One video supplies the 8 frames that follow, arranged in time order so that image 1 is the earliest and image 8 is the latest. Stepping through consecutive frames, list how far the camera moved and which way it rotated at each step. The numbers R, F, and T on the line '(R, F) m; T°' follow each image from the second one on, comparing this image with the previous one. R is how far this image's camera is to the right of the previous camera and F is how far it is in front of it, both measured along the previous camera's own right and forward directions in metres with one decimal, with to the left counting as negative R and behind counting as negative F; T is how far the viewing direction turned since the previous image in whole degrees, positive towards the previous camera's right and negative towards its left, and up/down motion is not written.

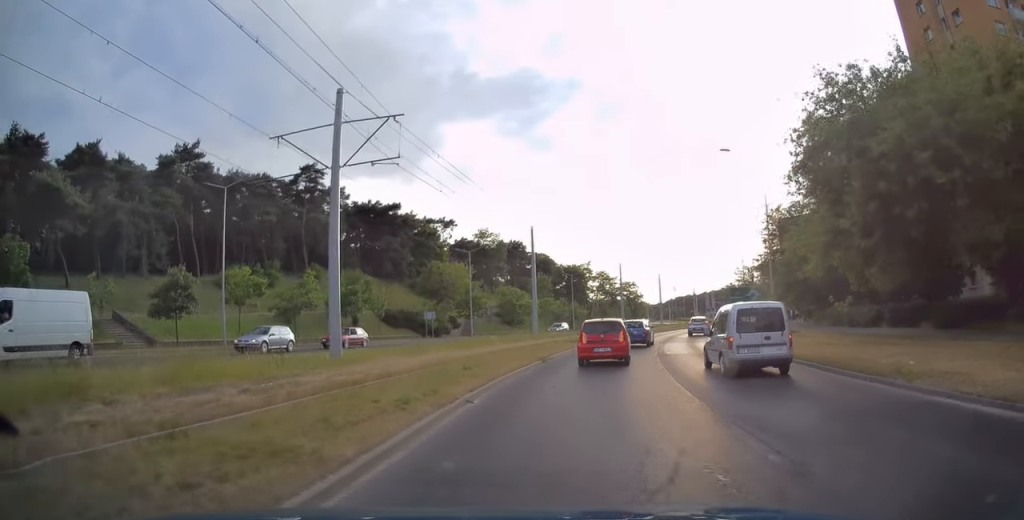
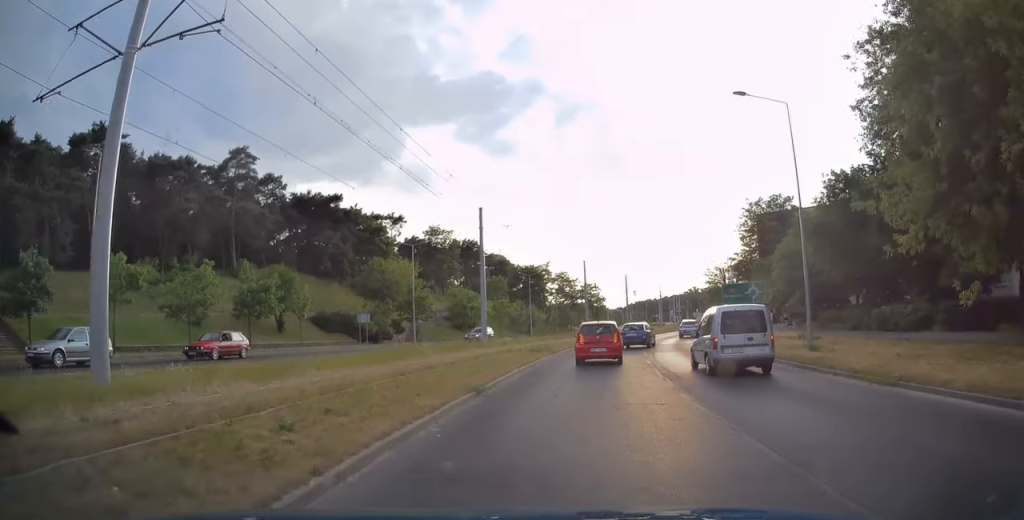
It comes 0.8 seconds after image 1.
(+0.1, +10.1) m; +3°
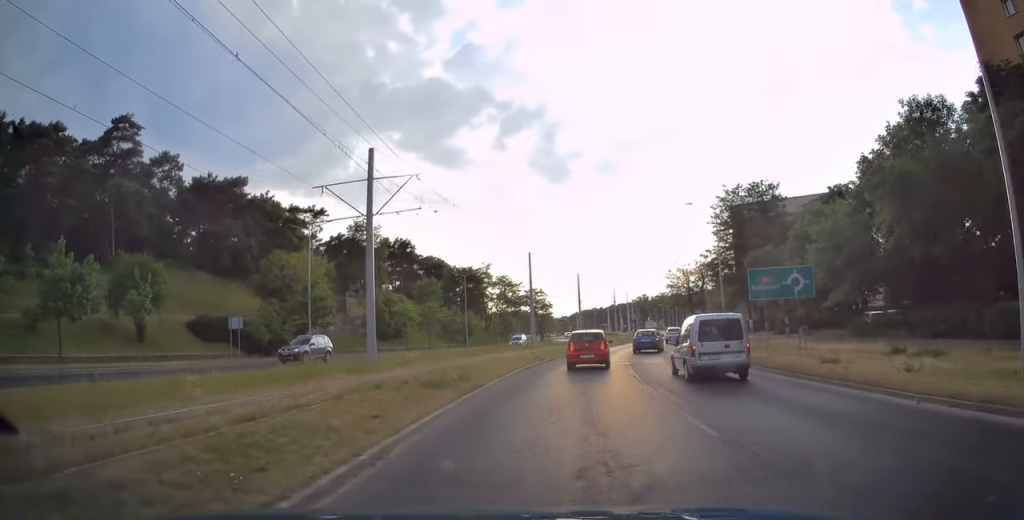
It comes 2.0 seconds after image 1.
(+0.8, +14.9) m; +6°
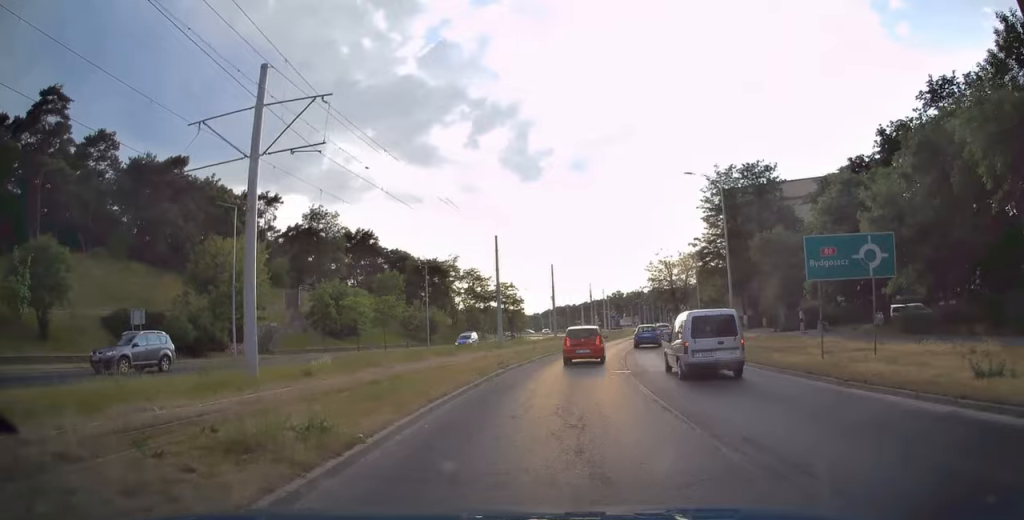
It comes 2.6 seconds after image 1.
(+0.2, +8.0) m; +2°
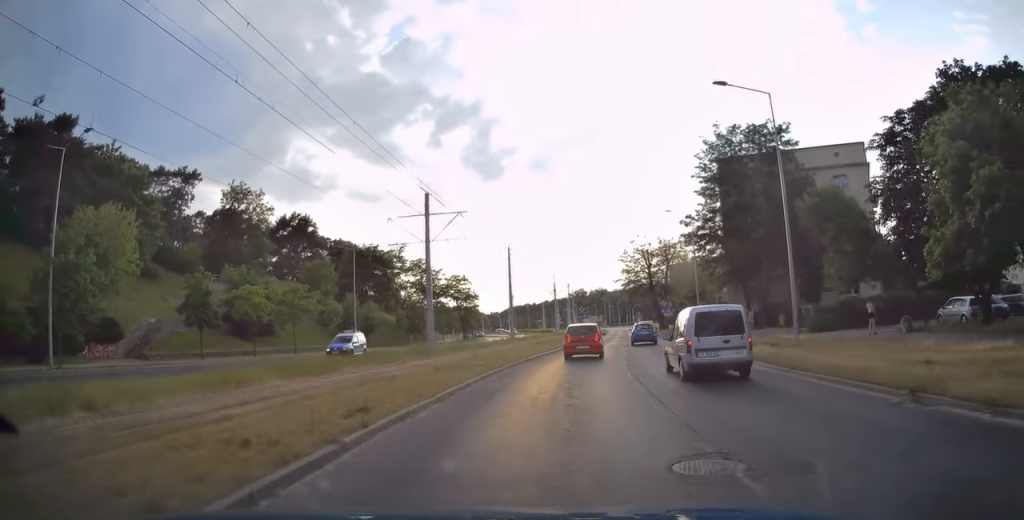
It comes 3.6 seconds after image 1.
(+0.2, +14.0) m; +3°
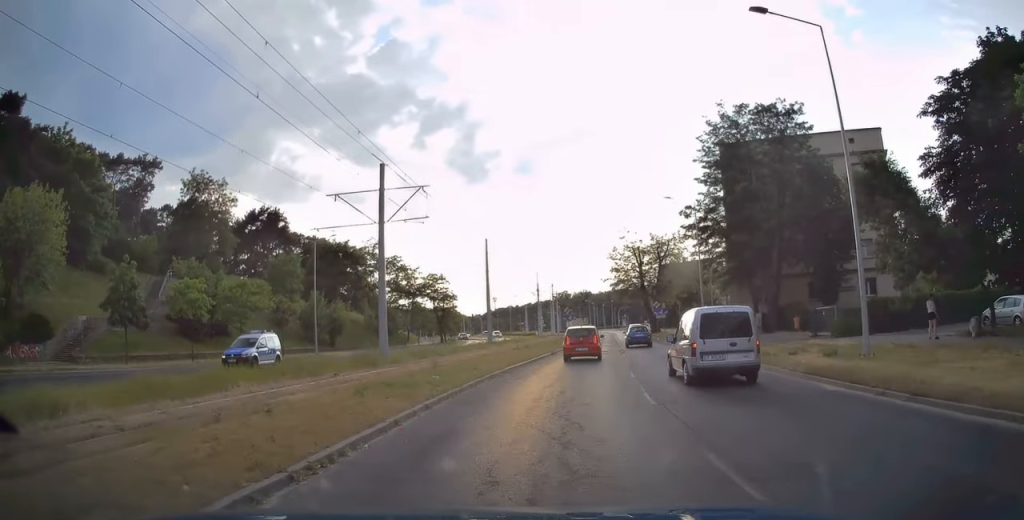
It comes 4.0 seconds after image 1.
(0.0, +6.3) m; +2°
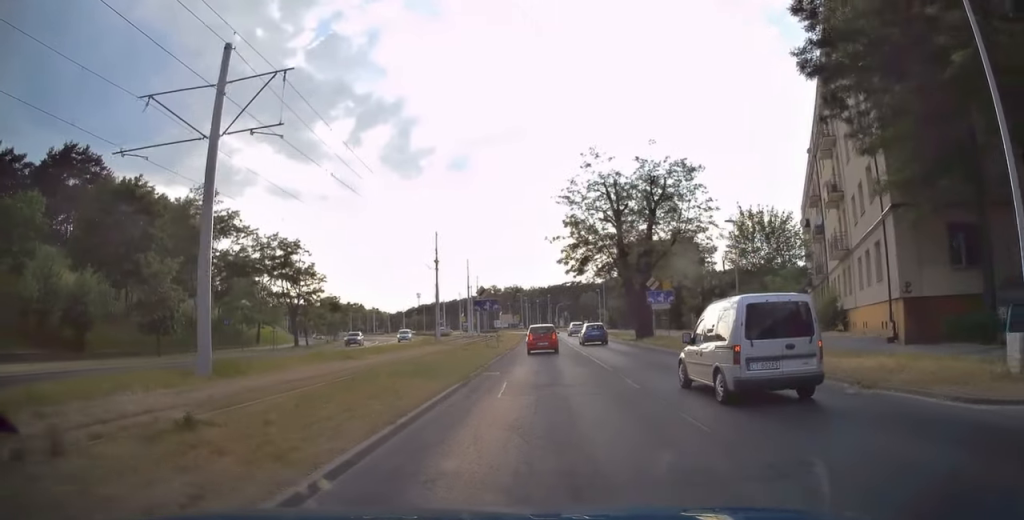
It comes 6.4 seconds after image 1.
(+1.9, +32.0) m; +4°
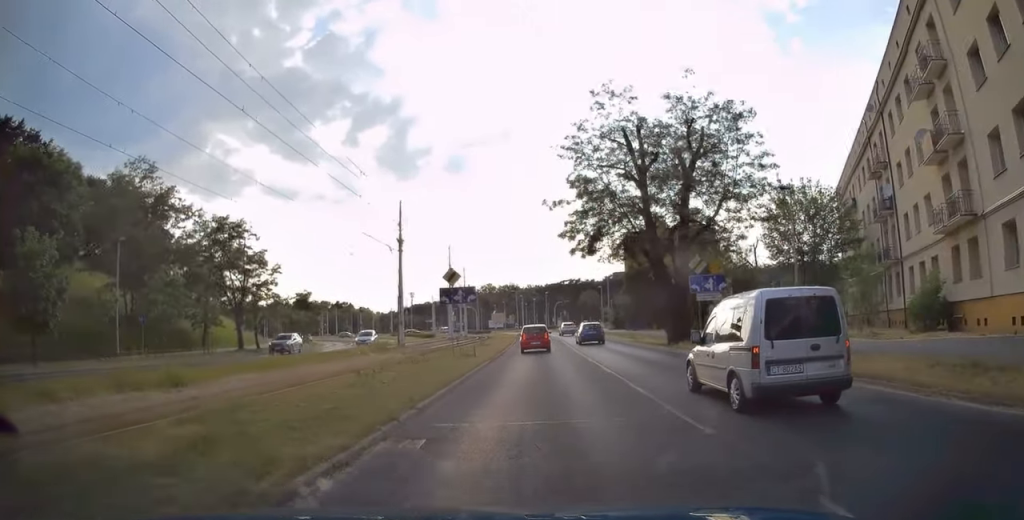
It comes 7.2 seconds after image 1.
(+0.1, +10.7) m; +1°
